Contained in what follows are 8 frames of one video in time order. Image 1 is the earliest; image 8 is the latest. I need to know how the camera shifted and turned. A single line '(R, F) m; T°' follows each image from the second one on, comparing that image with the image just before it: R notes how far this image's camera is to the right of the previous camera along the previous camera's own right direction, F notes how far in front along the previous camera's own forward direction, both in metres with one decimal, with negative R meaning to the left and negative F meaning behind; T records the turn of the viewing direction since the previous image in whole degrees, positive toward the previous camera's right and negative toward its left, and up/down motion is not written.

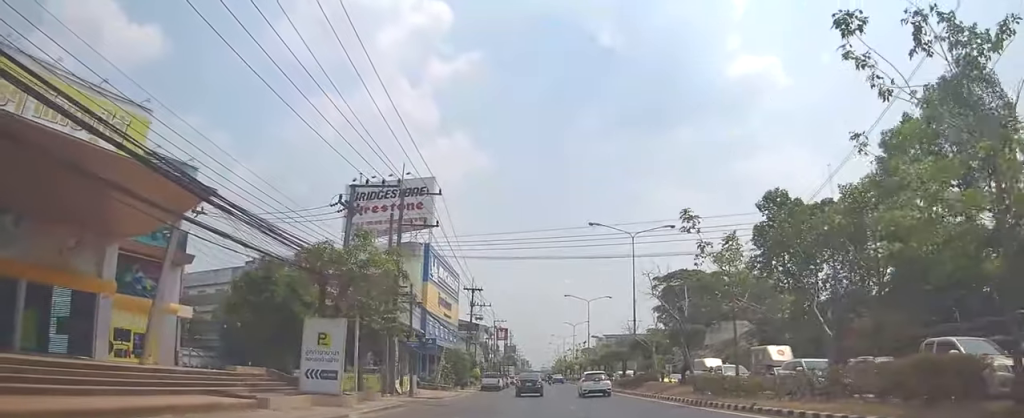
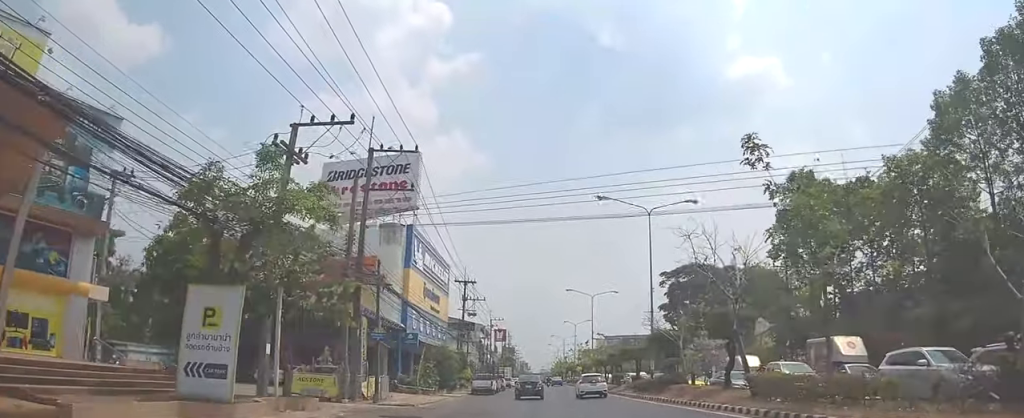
(-0.5, +7.3) m; 0°
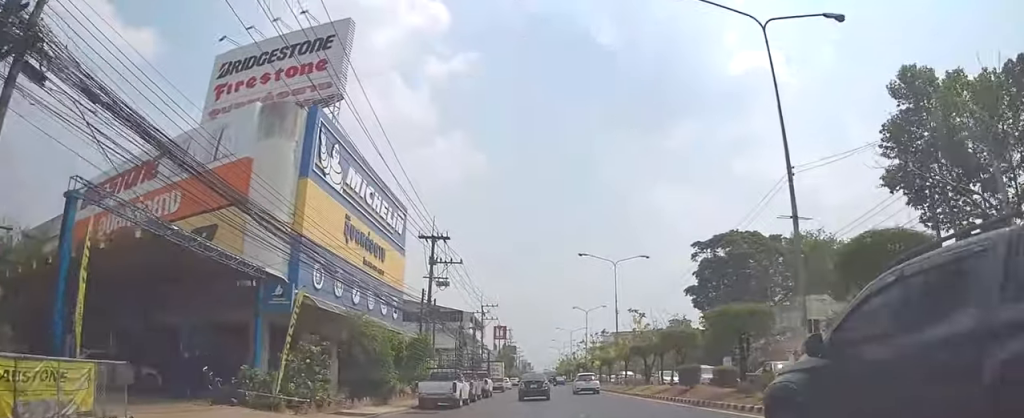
(+1.1, +22.3) m; +3°
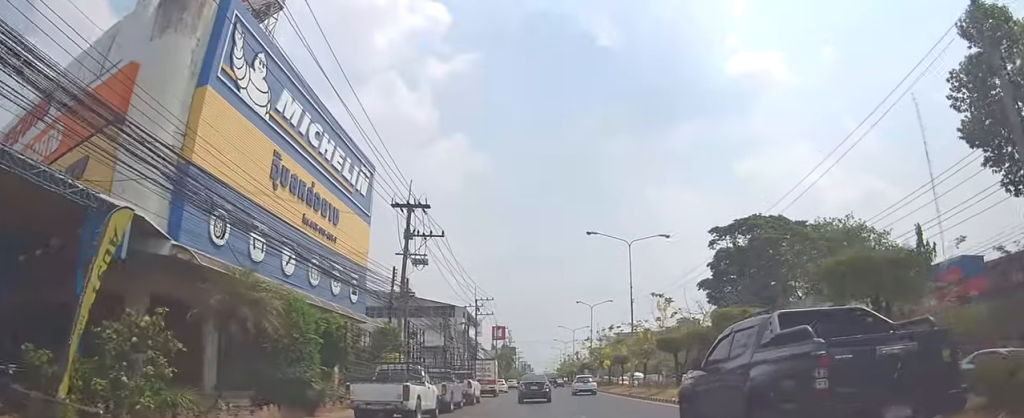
(+0.1, +9.2) m; 0°
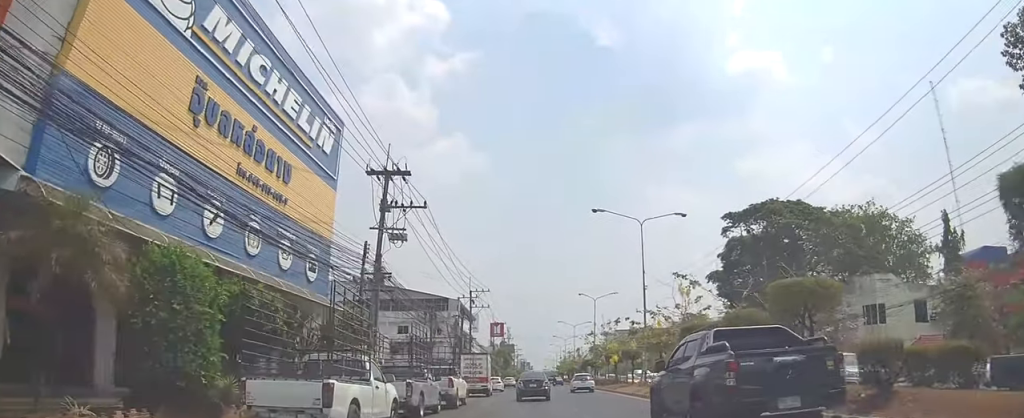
(+0.1, +6.0) m; 0°
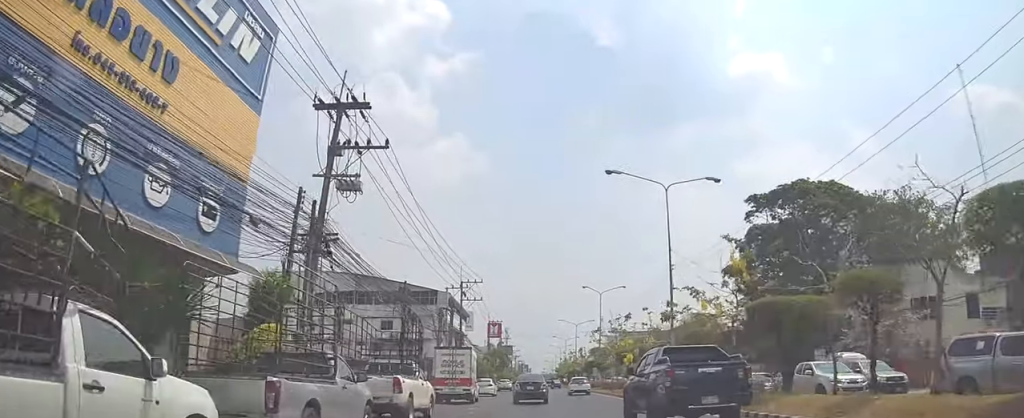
(0.0, +8.8) m; 0°
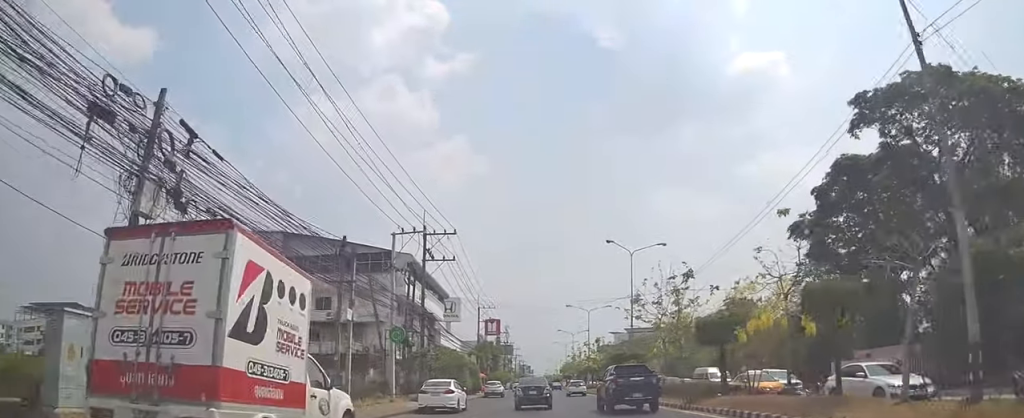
(-0.2, +24.3) m; -1°
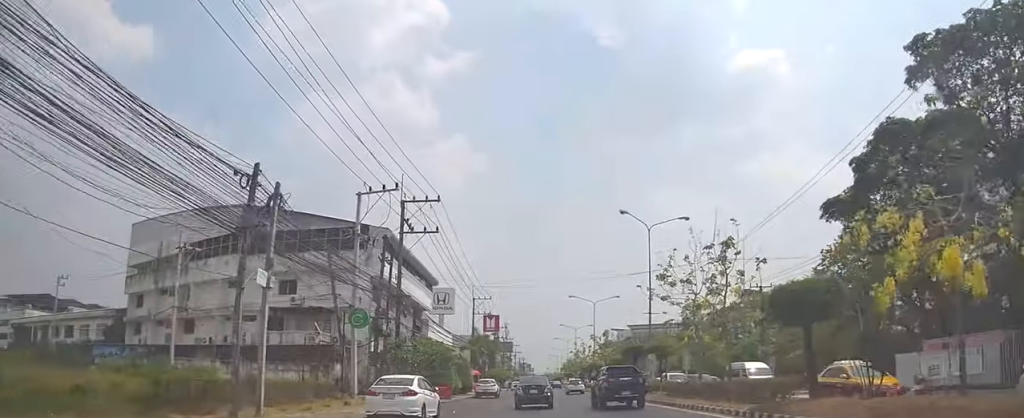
(0.0, +8.0) m; 0°
